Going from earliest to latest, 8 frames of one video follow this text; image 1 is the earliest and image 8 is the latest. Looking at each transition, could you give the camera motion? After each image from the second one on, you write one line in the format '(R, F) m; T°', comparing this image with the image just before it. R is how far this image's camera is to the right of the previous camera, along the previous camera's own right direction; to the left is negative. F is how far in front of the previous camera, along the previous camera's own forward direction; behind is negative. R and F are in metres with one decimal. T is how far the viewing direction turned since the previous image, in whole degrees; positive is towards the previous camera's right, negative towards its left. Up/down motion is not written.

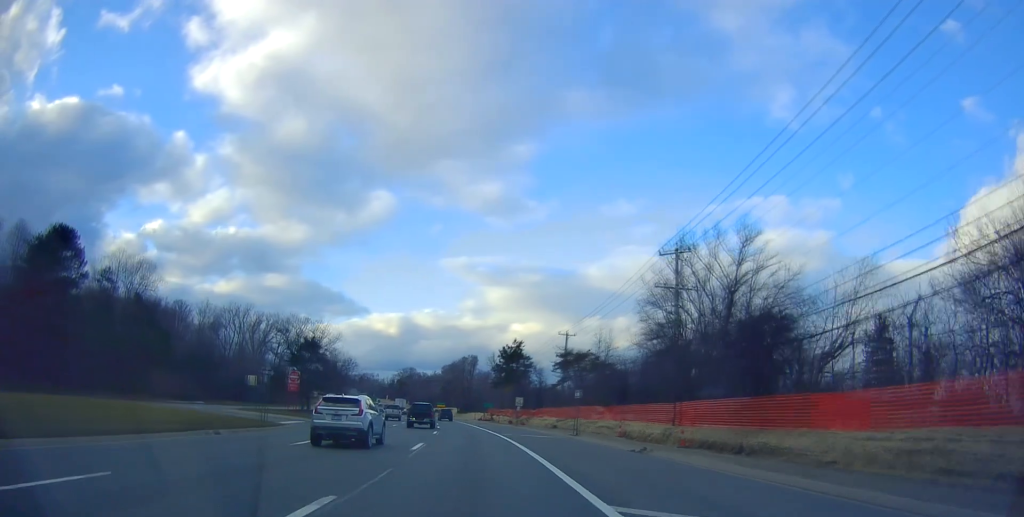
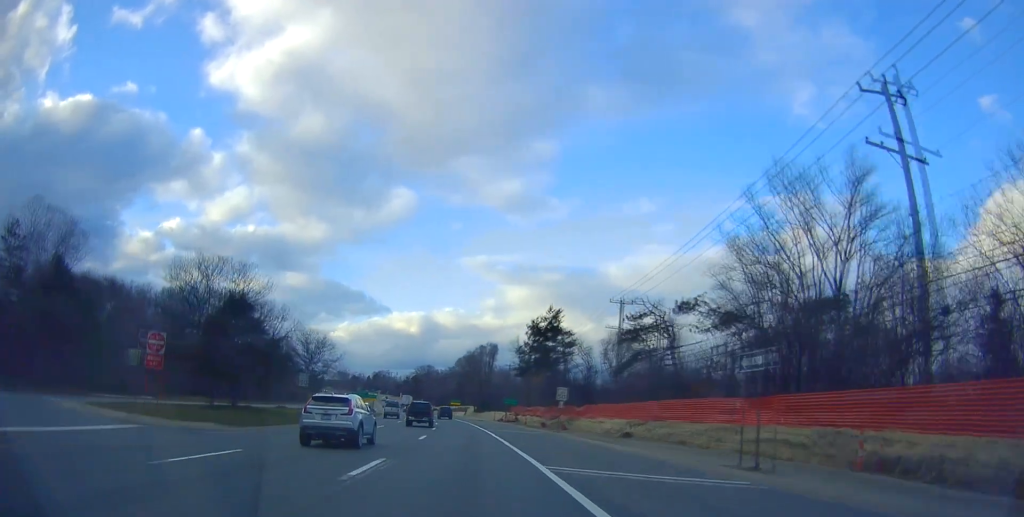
(0.0, +23.8) m; -1°
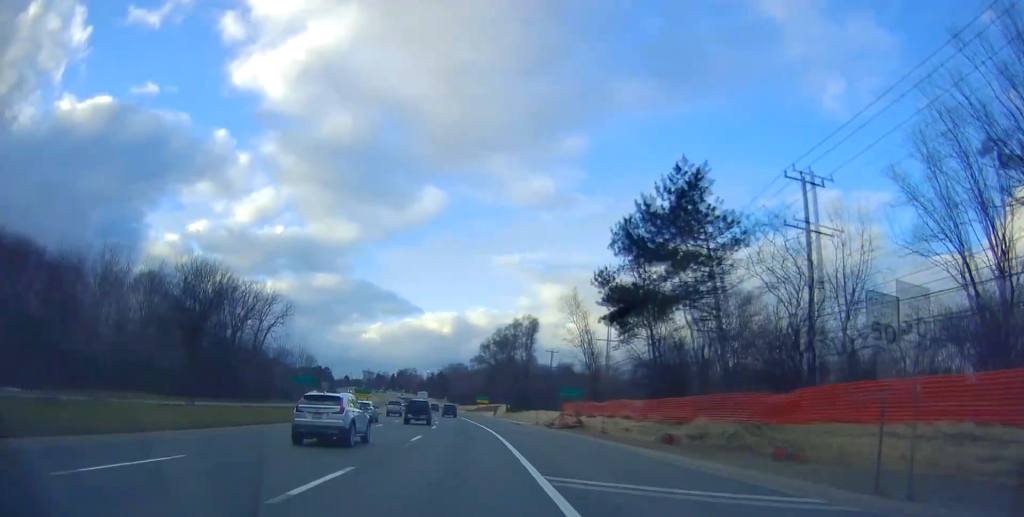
(-1.1, +33.3) m; -3°
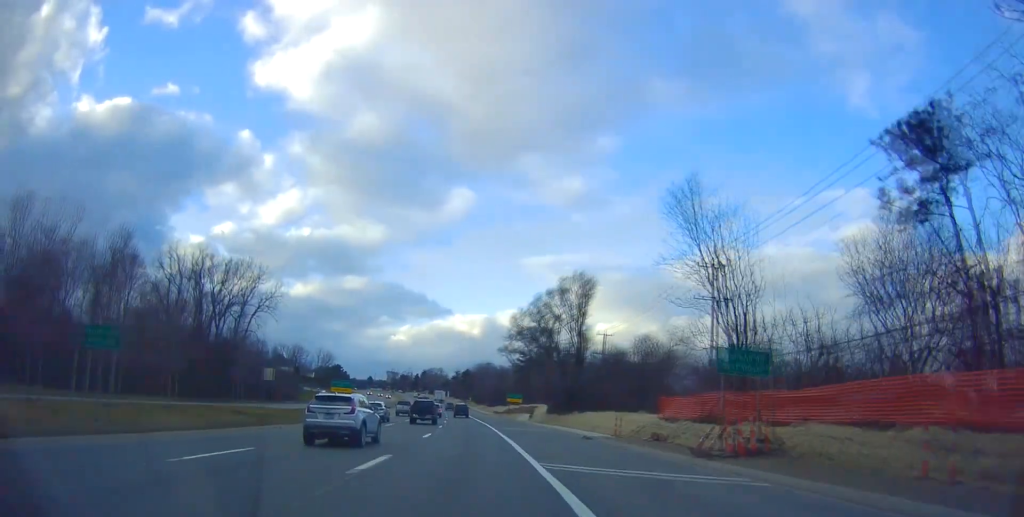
(0.0, +27.4) m; -3°
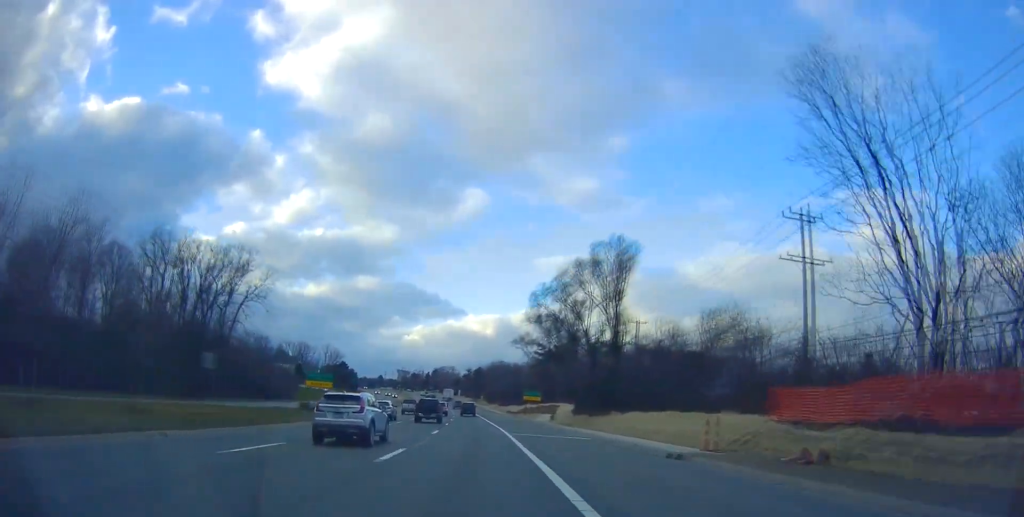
(-0.4, +12.9) m; -1°
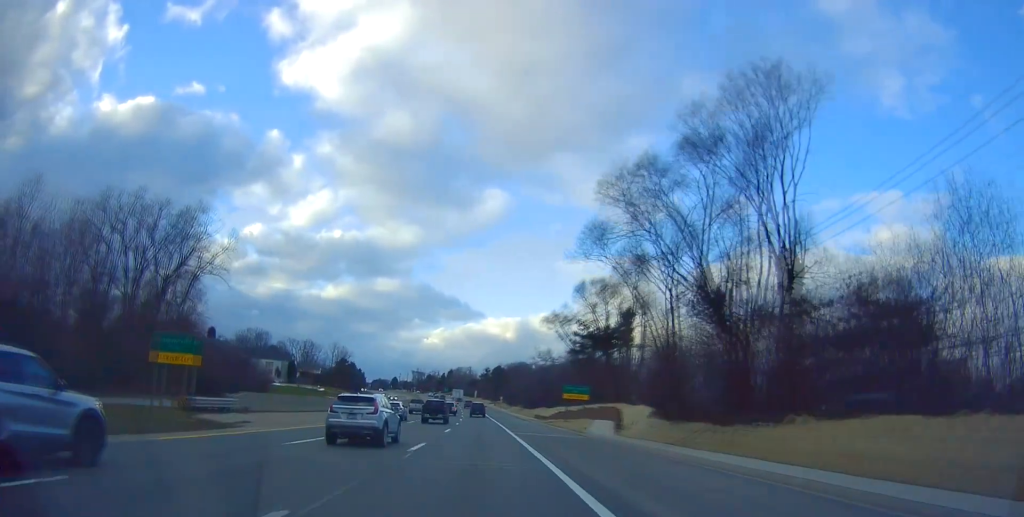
(-0.9, +26.8) m; -2°
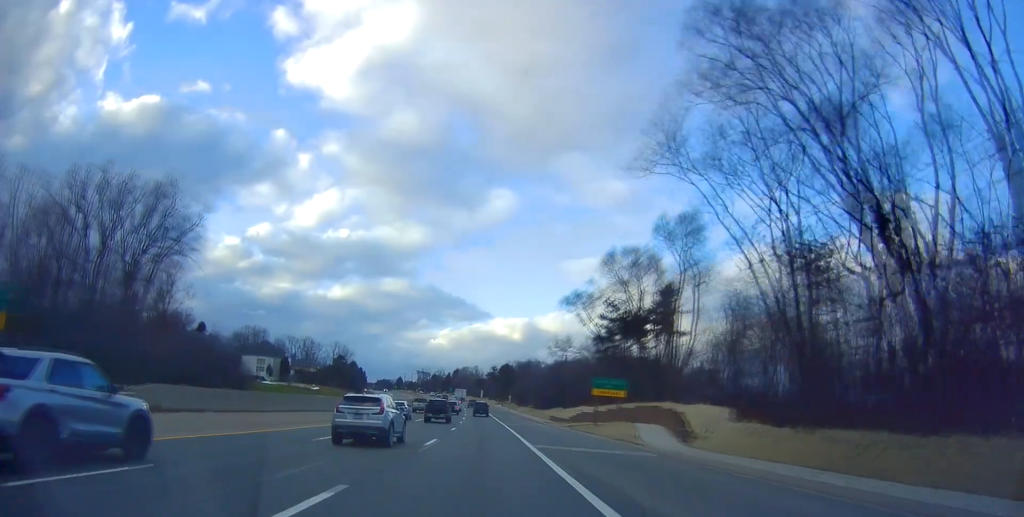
(+0.4, +13.1) m; -1°
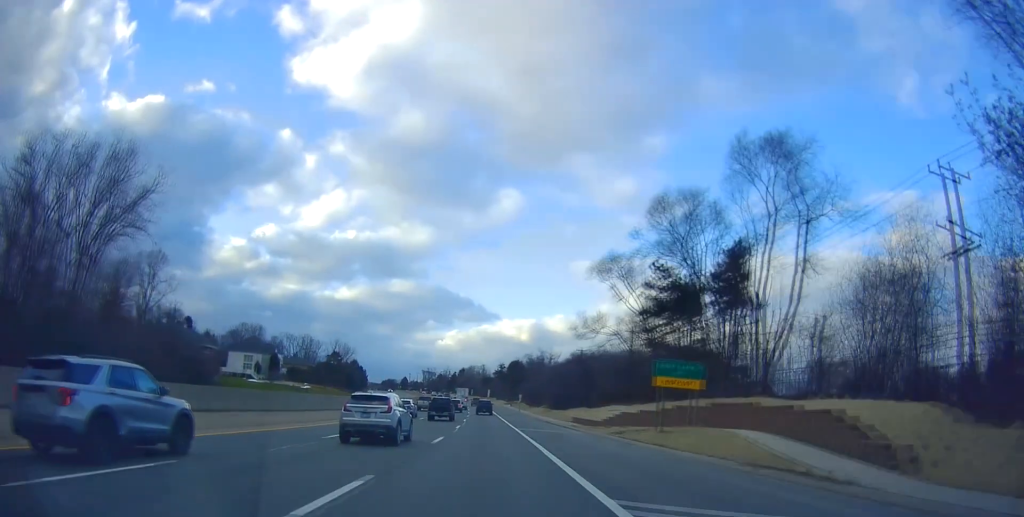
(-0.5, +14.7) m; -1°
